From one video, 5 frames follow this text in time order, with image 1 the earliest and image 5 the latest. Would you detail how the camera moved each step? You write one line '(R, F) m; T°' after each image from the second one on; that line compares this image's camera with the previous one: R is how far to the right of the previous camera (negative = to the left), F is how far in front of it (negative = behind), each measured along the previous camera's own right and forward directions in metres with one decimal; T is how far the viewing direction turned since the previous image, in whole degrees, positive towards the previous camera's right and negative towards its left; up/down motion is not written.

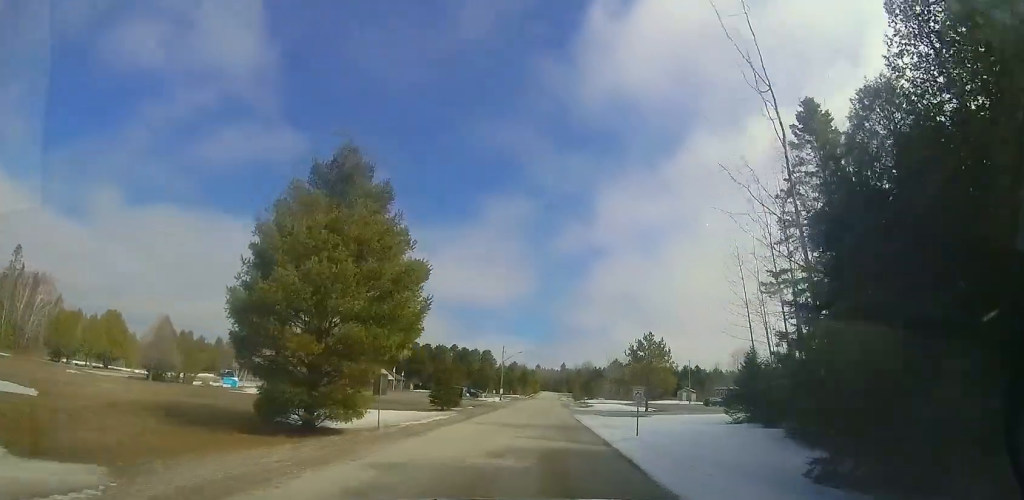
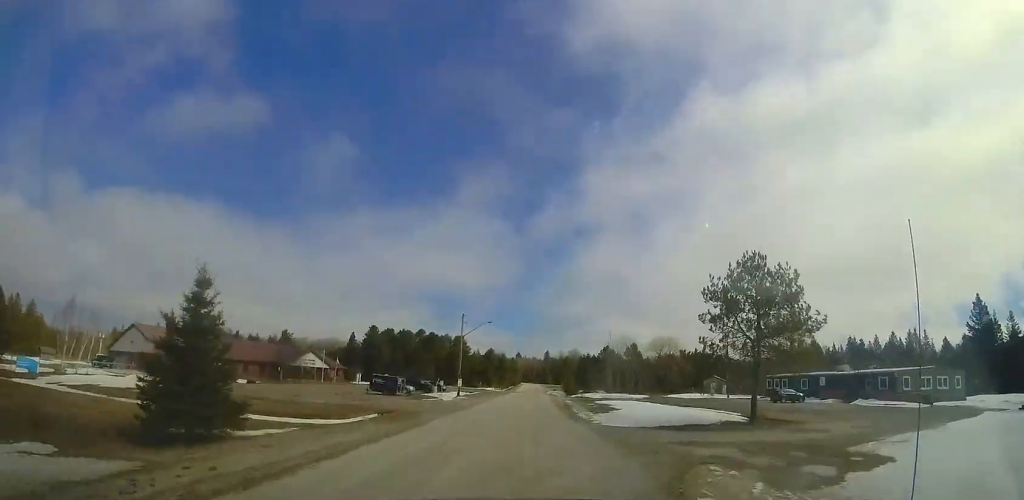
(+0.8, +26.8) m; 0°
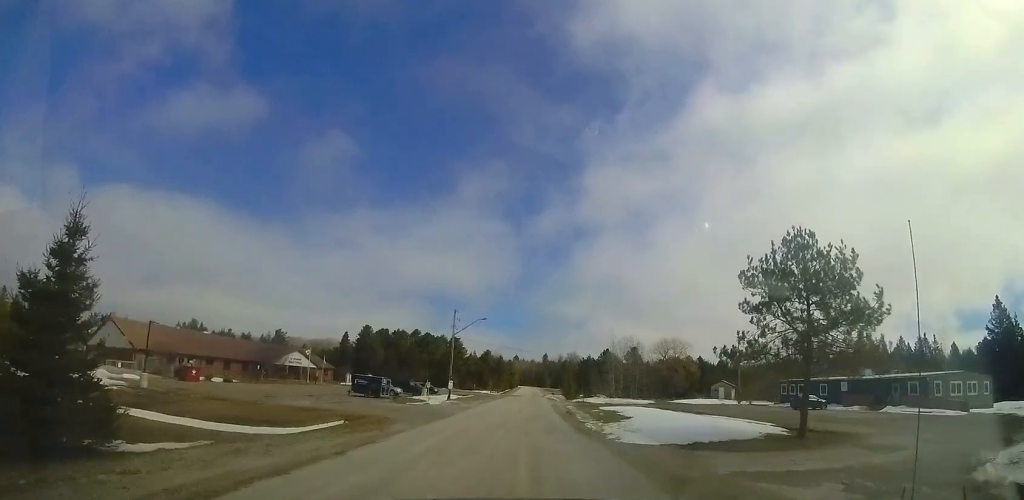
(-0.1, +4.5) m; 0°
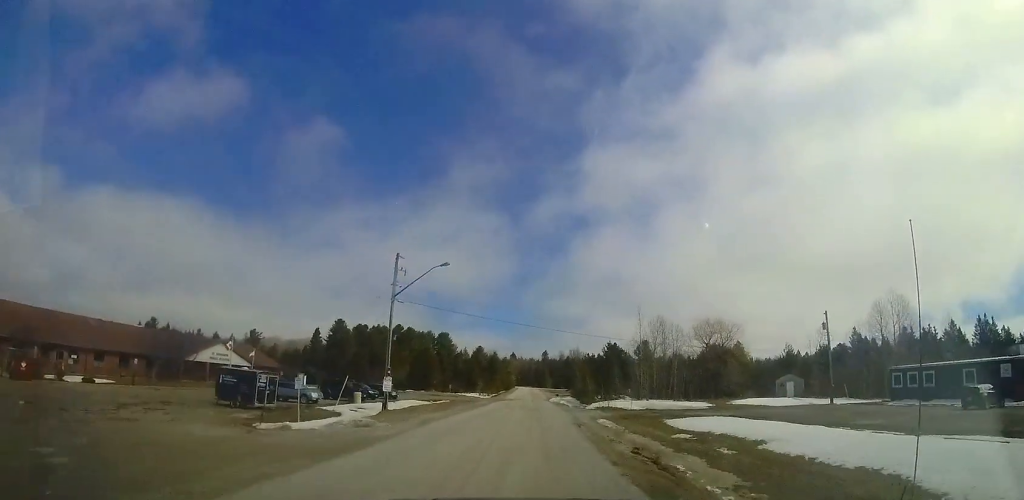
(+0.8, +21.2) m; +4°
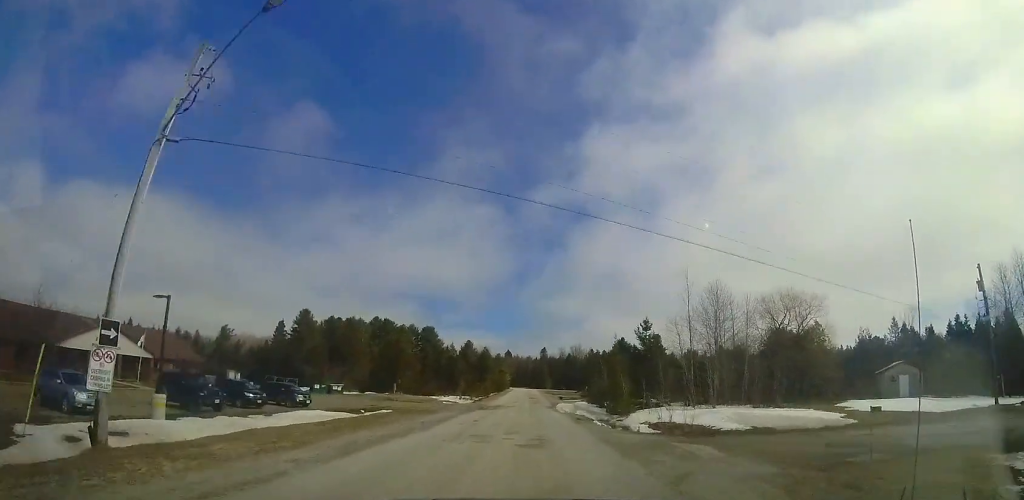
(+0.1, +19.2) m; -1°
